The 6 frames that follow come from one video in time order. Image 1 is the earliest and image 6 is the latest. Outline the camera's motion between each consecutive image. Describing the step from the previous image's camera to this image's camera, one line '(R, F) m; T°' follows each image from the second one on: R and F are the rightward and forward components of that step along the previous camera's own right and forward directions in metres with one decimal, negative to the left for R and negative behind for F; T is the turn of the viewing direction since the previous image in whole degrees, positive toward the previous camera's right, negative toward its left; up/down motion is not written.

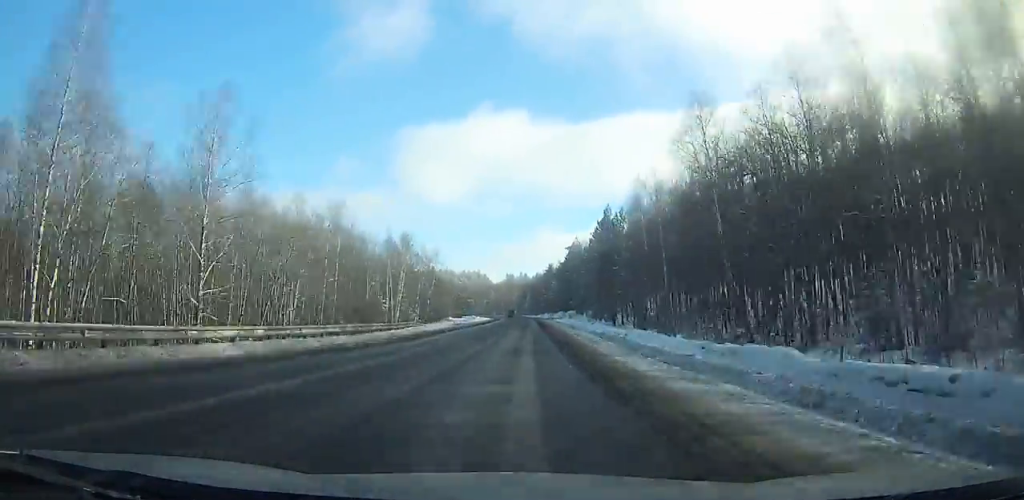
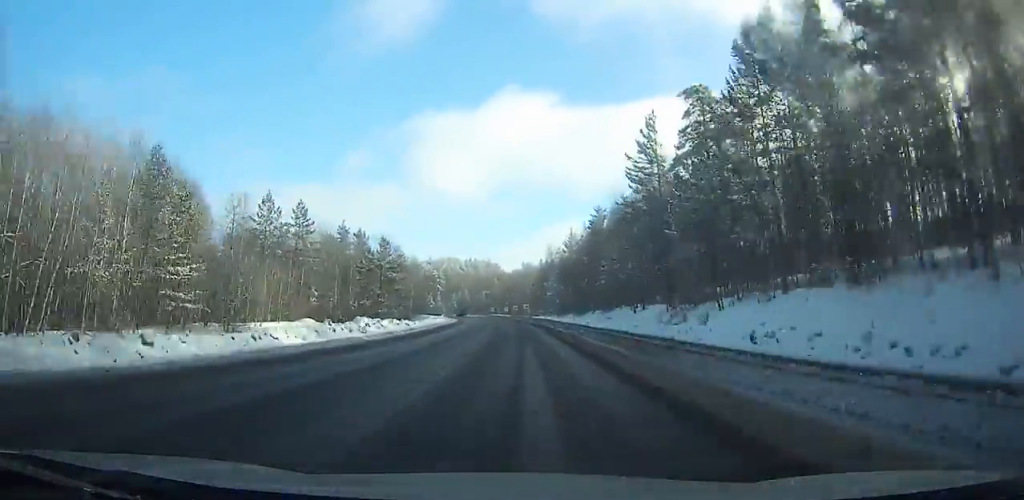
(+1.0, +137.5) m; -2°
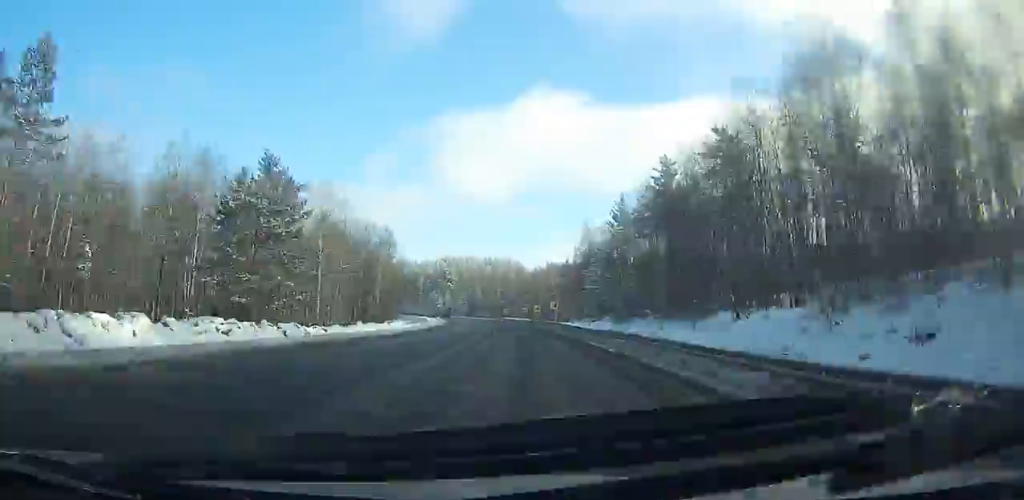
(-1.2, +44.1) m; -3°
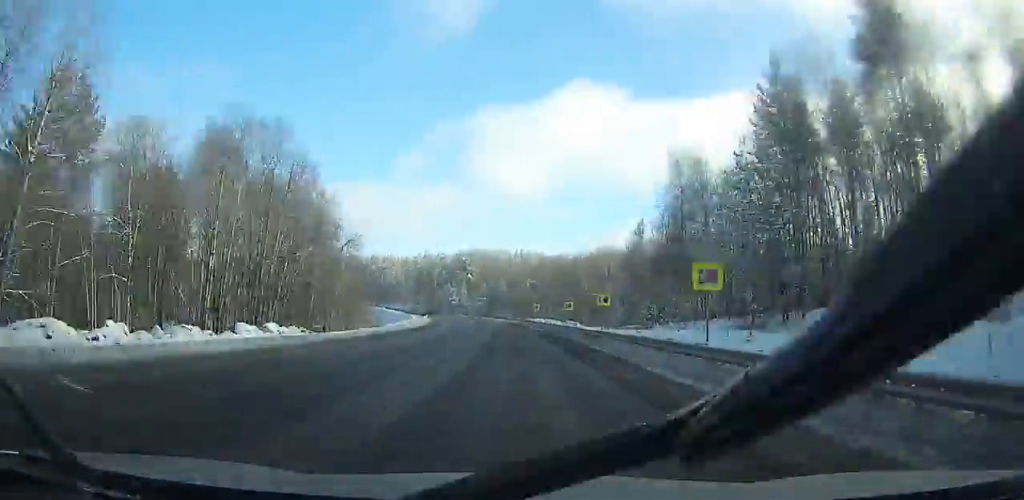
(-1.6, +50.1) m; -4°
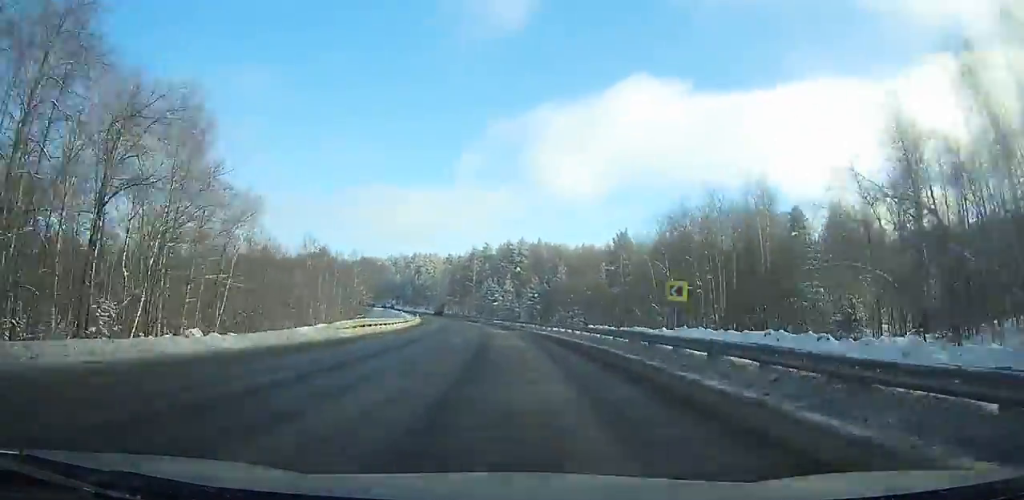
(-2.0, +52.2) m; -5°
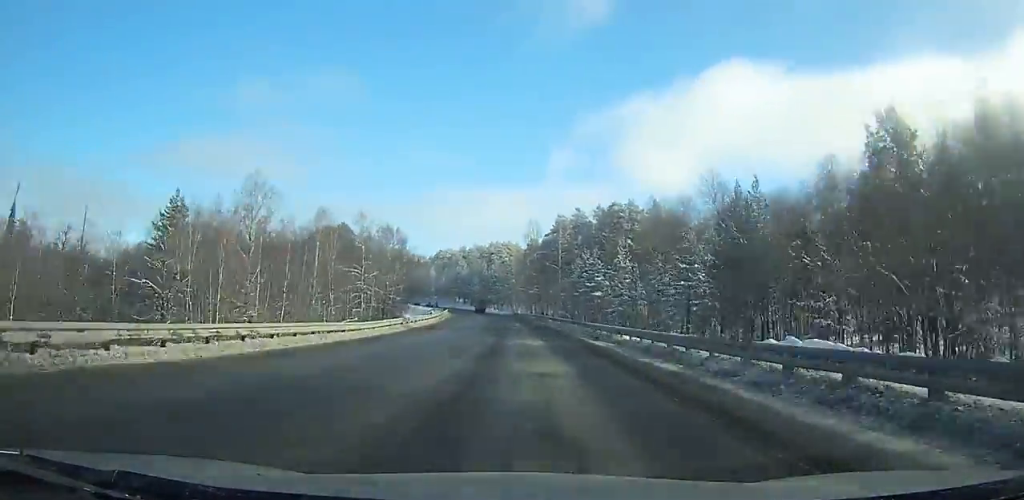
(-3.9, +64.0) m; -7°
